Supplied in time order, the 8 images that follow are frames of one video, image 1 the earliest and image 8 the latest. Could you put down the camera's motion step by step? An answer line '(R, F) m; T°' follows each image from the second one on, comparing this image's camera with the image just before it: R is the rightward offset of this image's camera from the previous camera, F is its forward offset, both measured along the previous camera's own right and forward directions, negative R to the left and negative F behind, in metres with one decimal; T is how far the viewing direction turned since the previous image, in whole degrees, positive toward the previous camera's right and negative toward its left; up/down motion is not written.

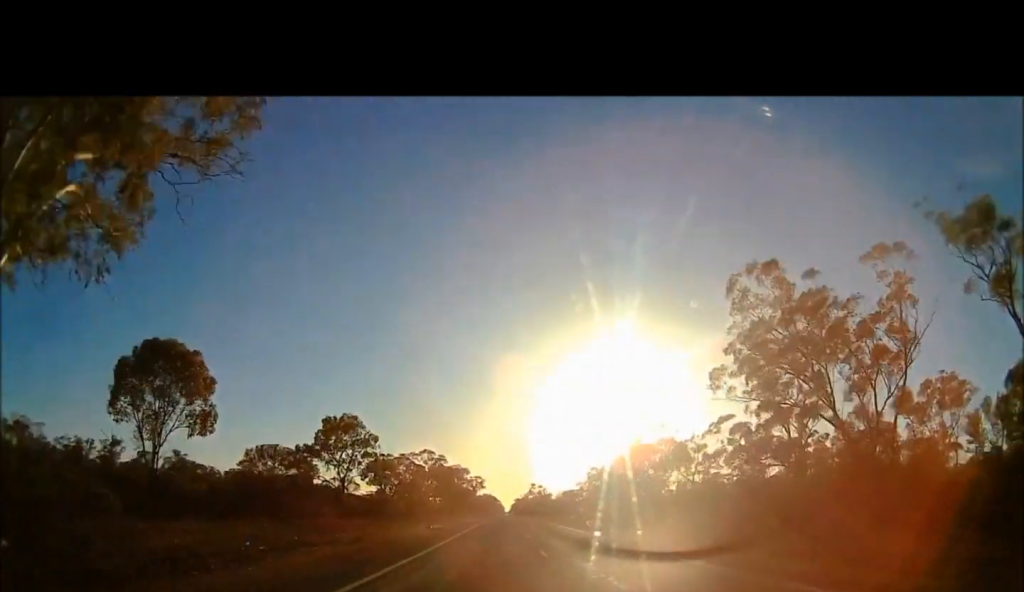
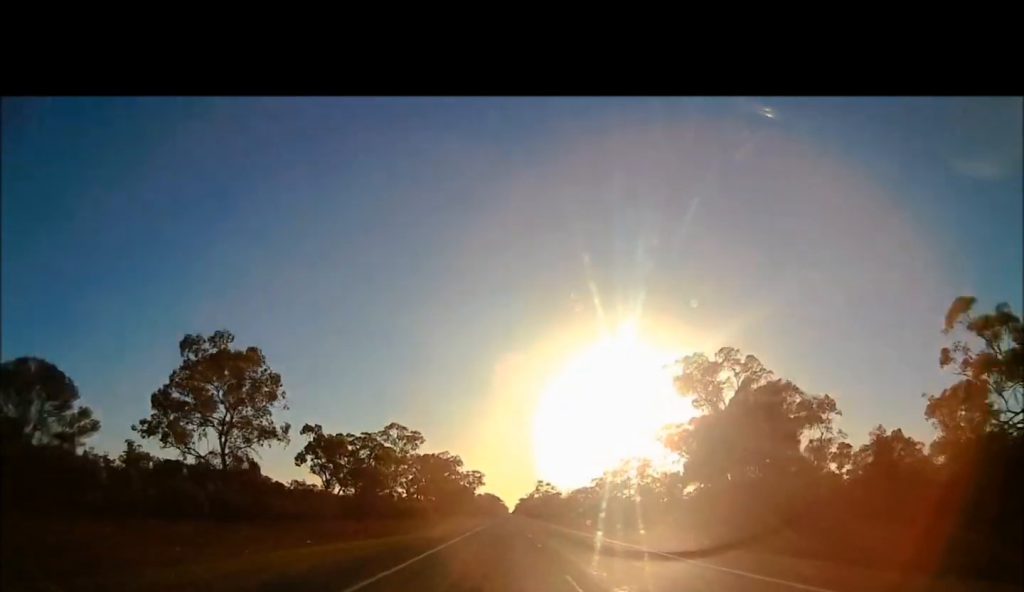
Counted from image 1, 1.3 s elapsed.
(+0.1, +44.9) m; 0°
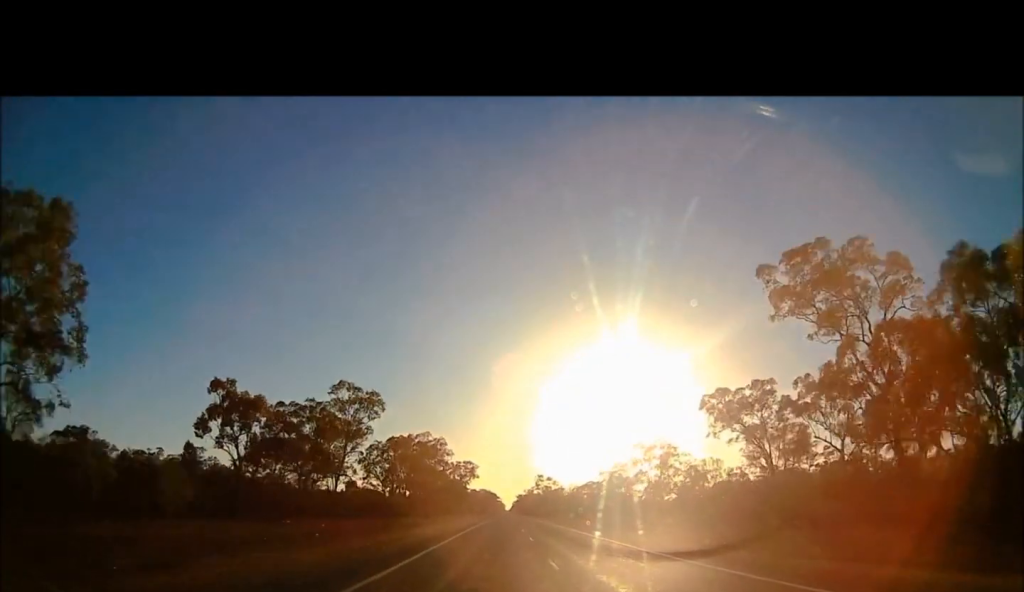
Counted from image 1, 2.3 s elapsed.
(0.0, +31.4) m; 0°
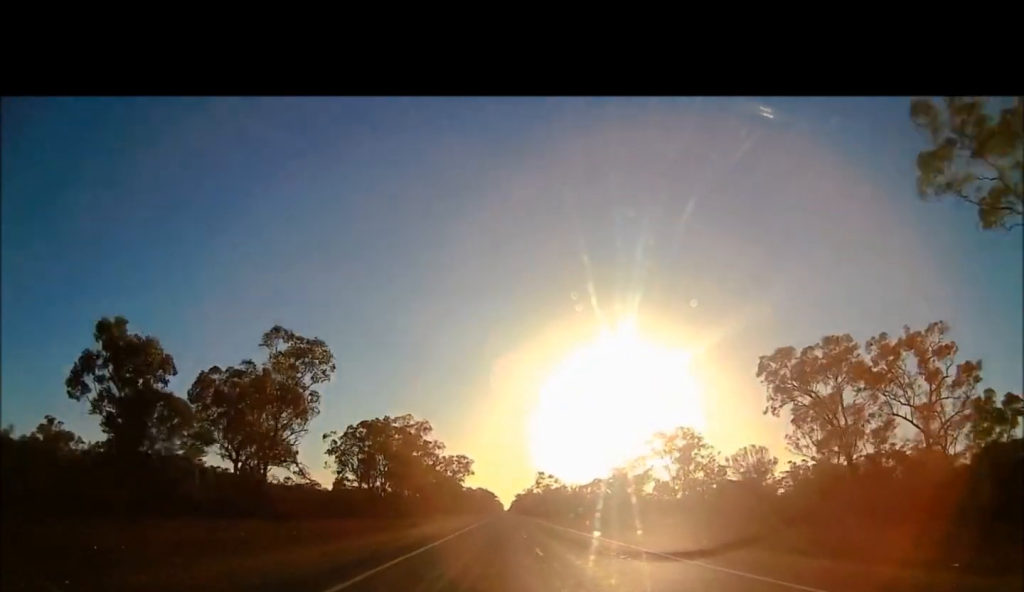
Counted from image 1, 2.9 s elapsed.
(0.0, +21.3) m; 0°
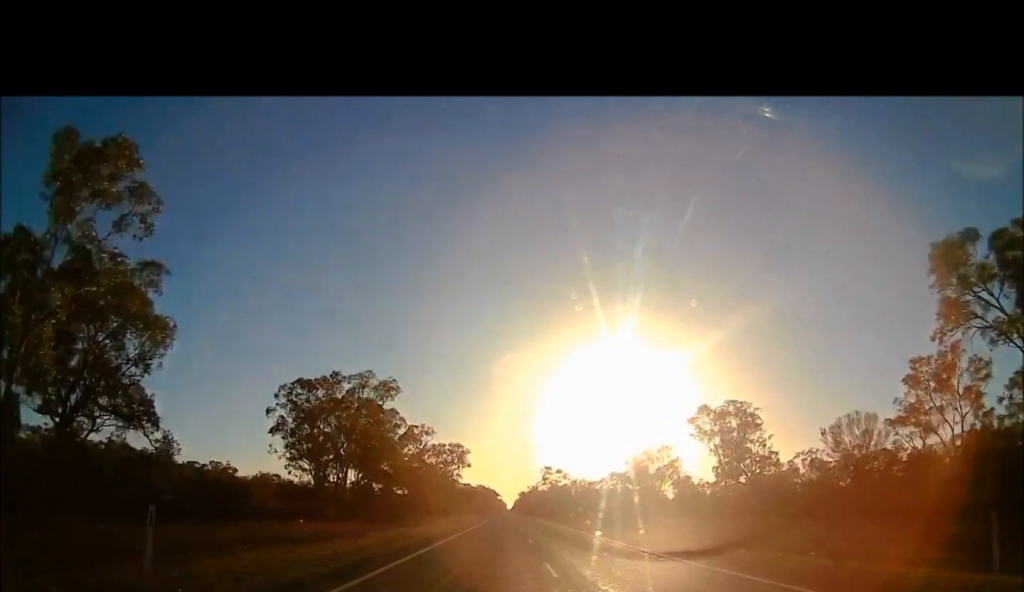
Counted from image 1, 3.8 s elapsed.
(0.0, +30.2) m; 0°
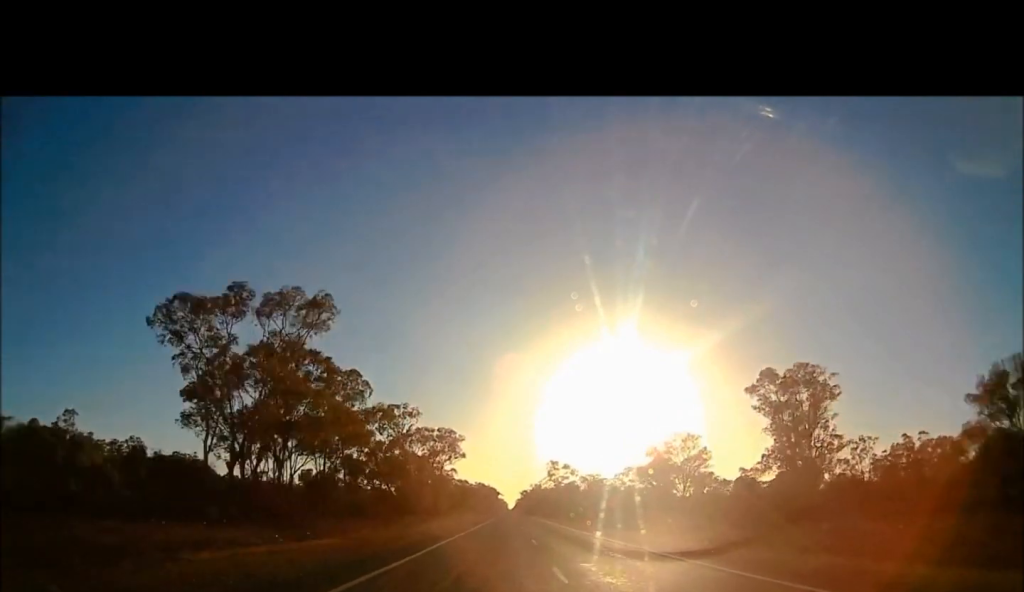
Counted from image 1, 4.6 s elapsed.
(0.0, +25.7) m; 0°
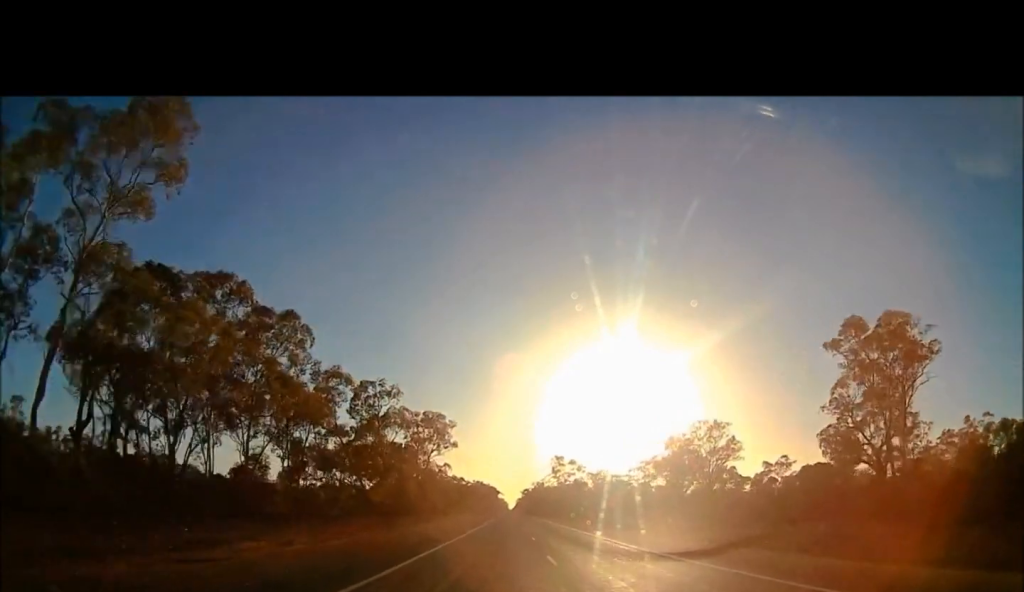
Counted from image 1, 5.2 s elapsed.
(0.0, +21.2) m; 0°
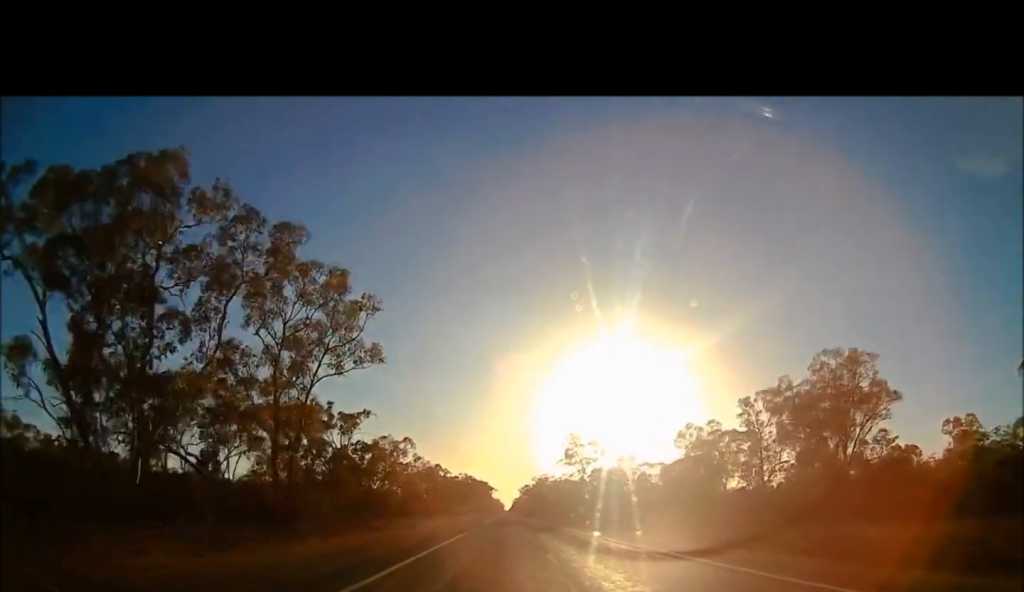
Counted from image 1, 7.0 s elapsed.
(0.0, +61.1) m; 0°
